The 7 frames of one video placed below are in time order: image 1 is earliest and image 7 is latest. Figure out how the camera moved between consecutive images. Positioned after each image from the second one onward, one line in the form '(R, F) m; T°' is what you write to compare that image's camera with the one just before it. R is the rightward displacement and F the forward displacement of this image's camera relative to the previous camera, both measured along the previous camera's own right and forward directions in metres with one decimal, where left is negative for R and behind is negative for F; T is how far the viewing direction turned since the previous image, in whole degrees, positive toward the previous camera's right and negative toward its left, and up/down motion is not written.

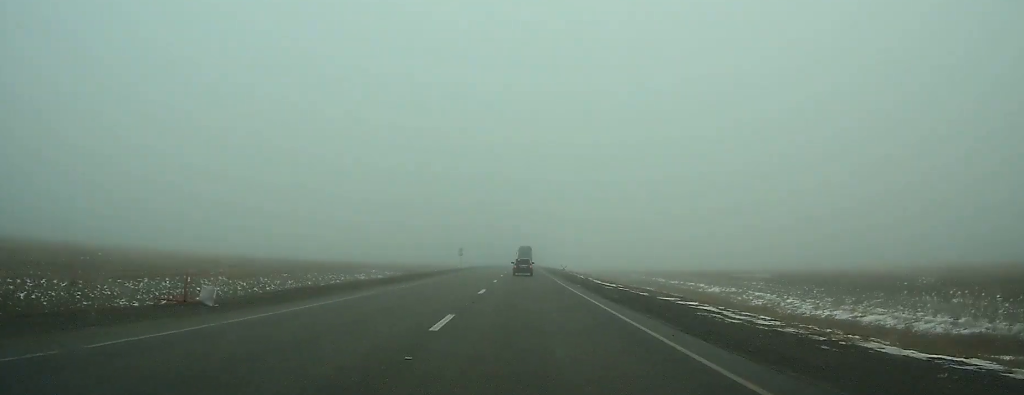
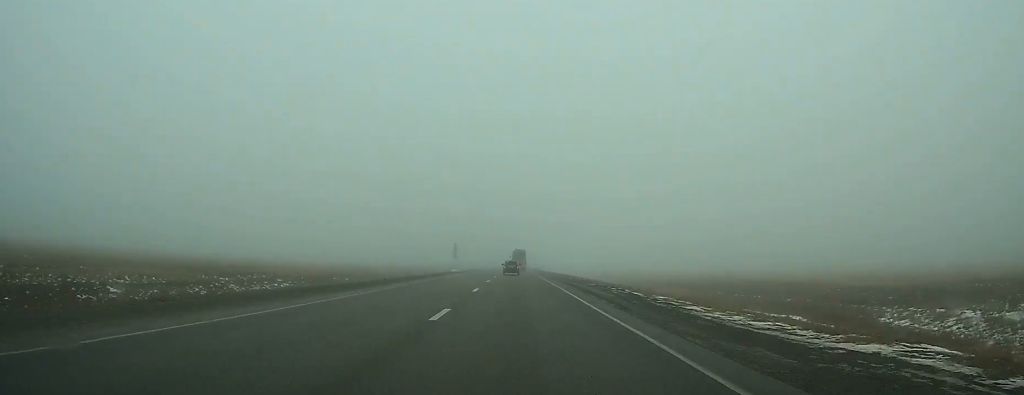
(-0.2, +98.2) m; 0°
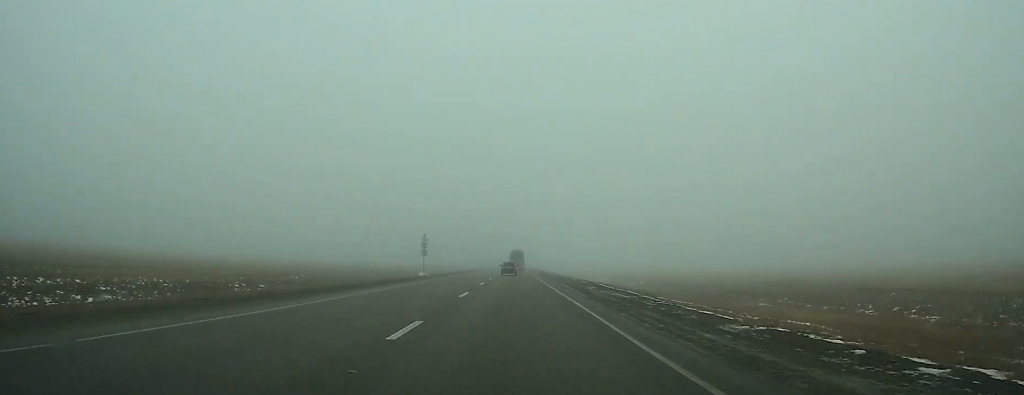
(0.0, +28.0) m; 0°
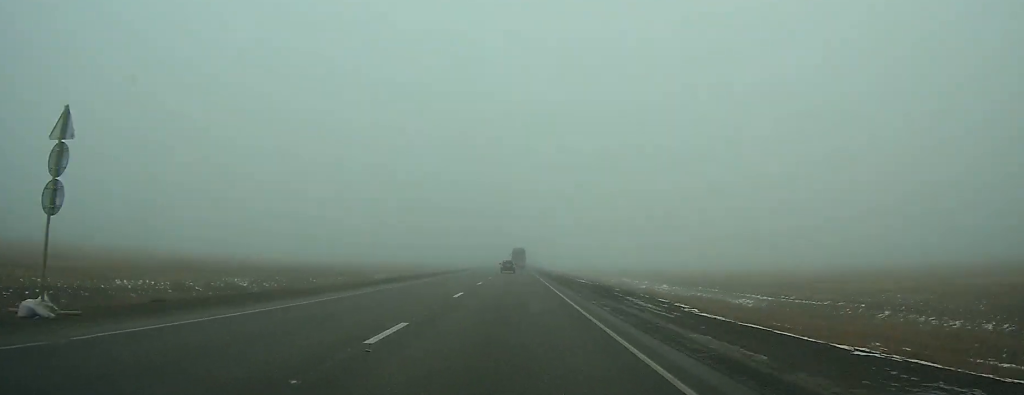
(0.0, +46.7) m; 0°
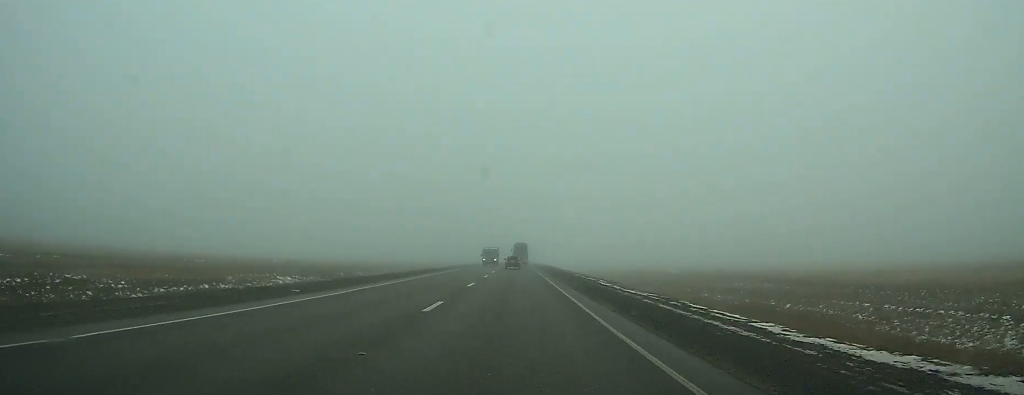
(+0.1, +150.2) m; 0°
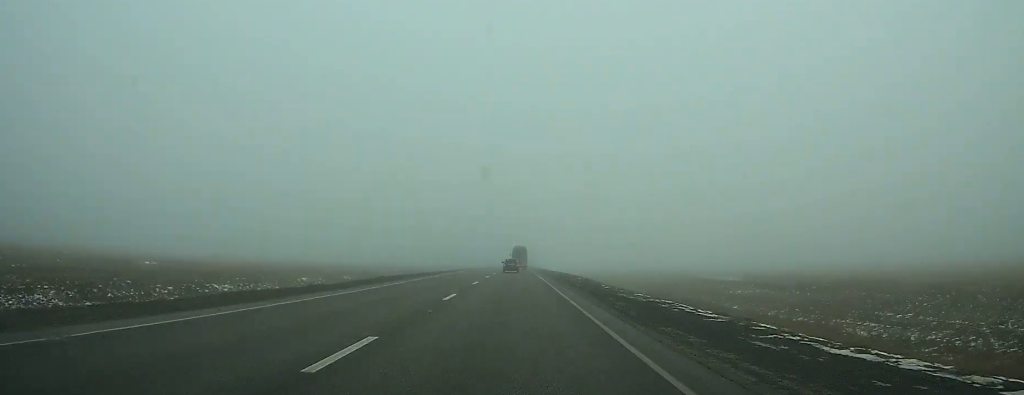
(+0.1, +45.9) m; 0°
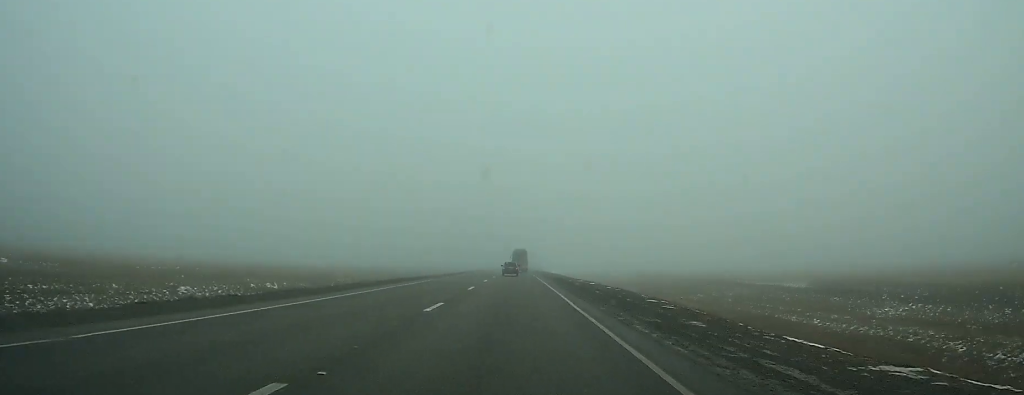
(0.0, +27.7) m; 0°
